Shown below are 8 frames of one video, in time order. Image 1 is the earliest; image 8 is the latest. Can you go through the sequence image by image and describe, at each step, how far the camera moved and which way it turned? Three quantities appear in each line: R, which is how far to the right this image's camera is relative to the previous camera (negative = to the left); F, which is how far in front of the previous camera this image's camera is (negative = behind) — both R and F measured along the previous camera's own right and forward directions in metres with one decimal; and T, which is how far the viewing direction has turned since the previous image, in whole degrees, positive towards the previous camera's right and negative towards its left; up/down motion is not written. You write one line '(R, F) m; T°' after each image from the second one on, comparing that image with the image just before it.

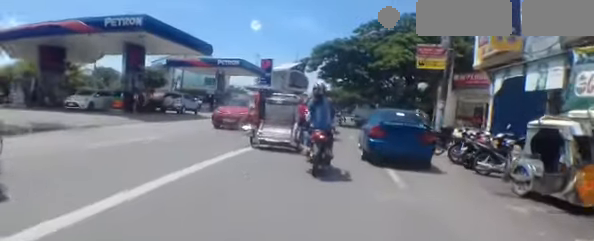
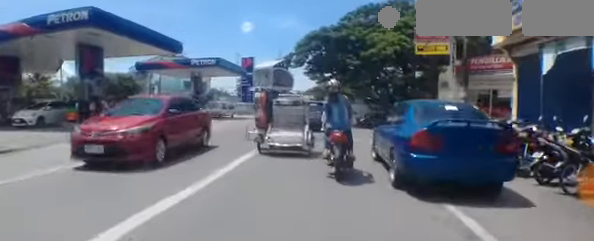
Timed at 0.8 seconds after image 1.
(+0.2, +3.4) m; +3°
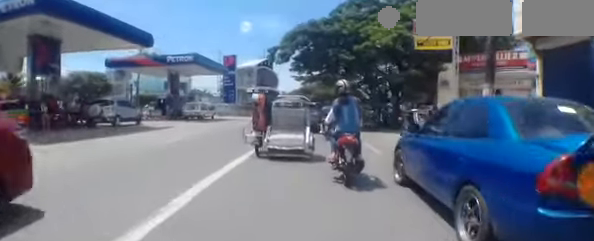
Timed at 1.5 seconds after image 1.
(+0.2, +2.6) m; 0°
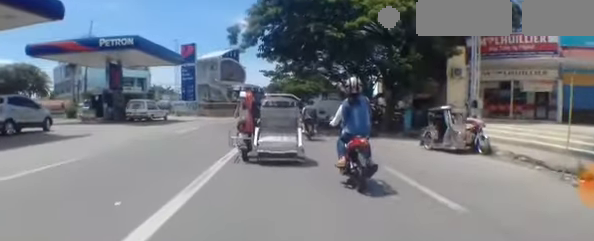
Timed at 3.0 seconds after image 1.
(-0.5, +5.5) m; -2°
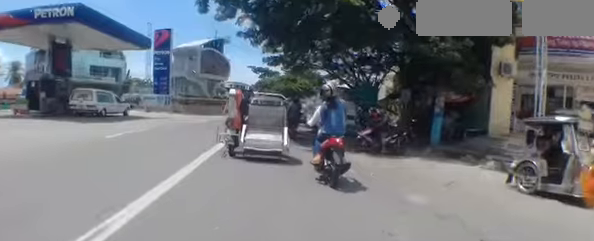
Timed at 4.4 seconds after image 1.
(+0.5, +5.6) m; +2°
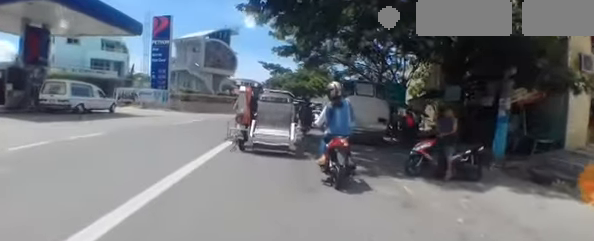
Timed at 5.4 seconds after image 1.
(-0.4, +3.9) m; -4°
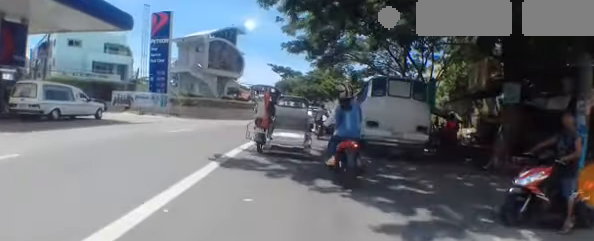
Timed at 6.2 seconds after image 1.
(+0.1, +3.1) m; +5°
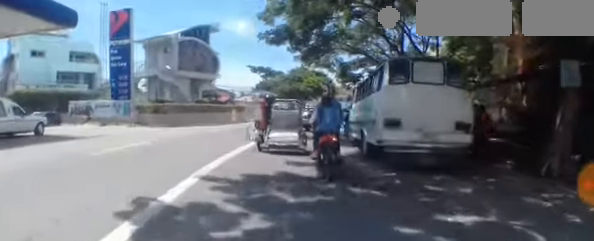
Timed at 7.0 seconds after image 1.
(+0.2, +3.5) m; +2°
